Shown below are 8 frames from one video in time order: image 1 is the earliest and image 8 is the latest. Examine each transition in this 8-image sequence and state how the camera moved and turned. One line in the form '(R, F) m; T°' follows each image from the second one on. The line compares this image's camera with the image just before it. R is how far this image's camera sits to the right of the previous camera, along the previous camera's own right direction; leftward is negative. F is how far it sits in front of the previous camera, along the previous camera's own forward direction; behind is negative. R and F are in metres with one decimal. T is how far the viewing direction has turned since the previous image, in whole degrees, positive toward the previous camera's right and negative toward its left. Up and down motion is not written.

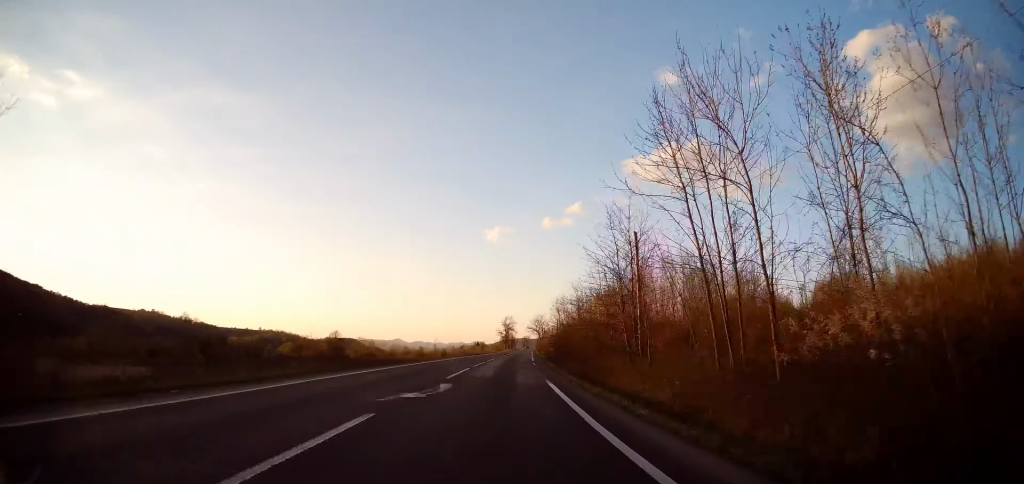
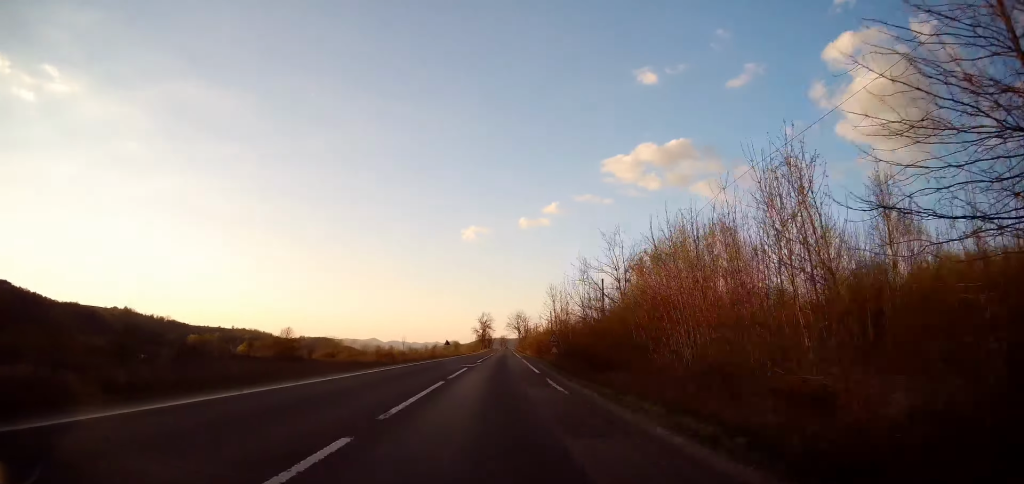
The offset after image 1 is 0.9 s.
(+0.3, +22.1) m; +3°
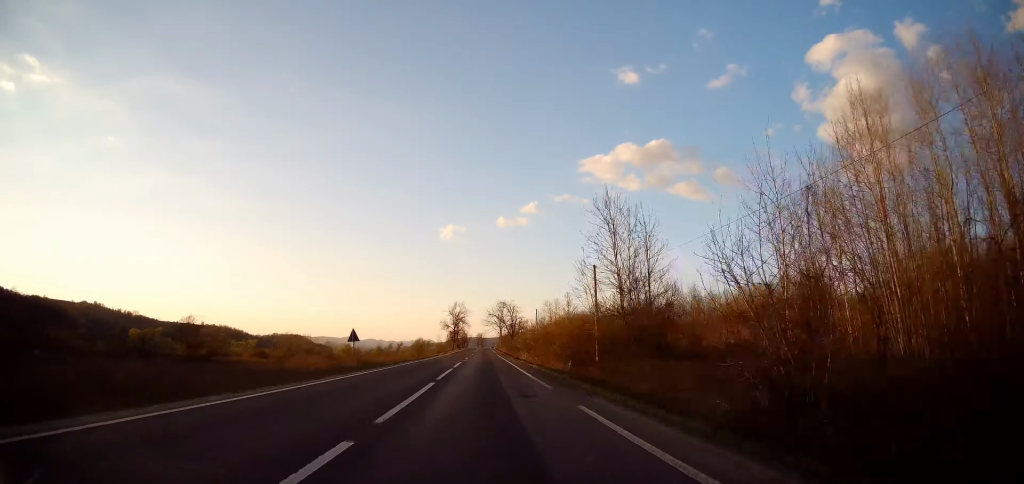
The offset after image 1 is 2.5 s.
(+1.8, +41.9) m; +3°
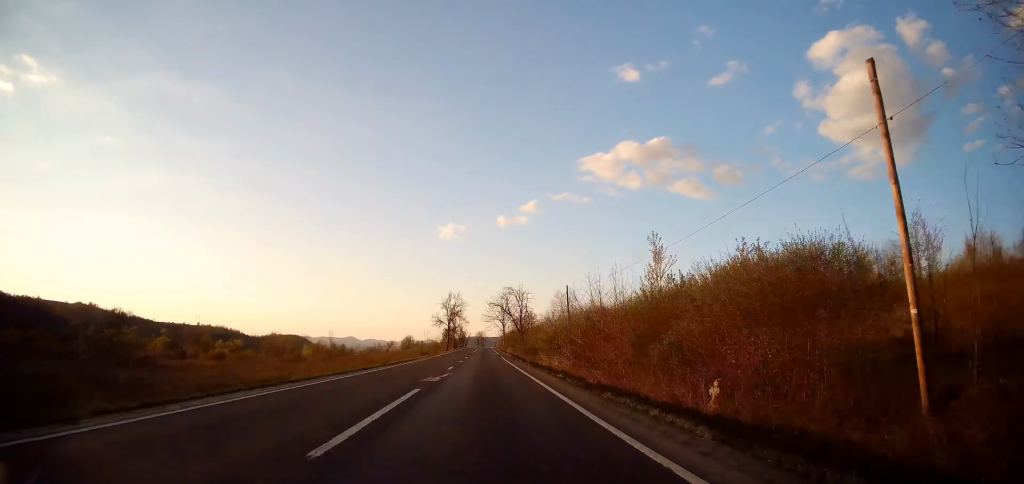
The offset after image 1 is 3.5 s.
(+0.1, +24.8) m; +1°
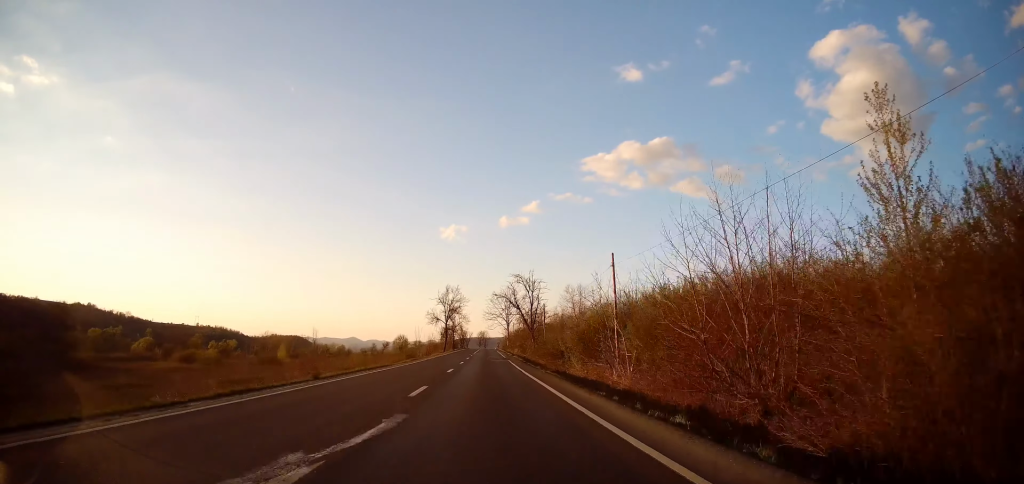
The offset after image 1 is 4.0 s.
(0.0, +14.5) m; 0°
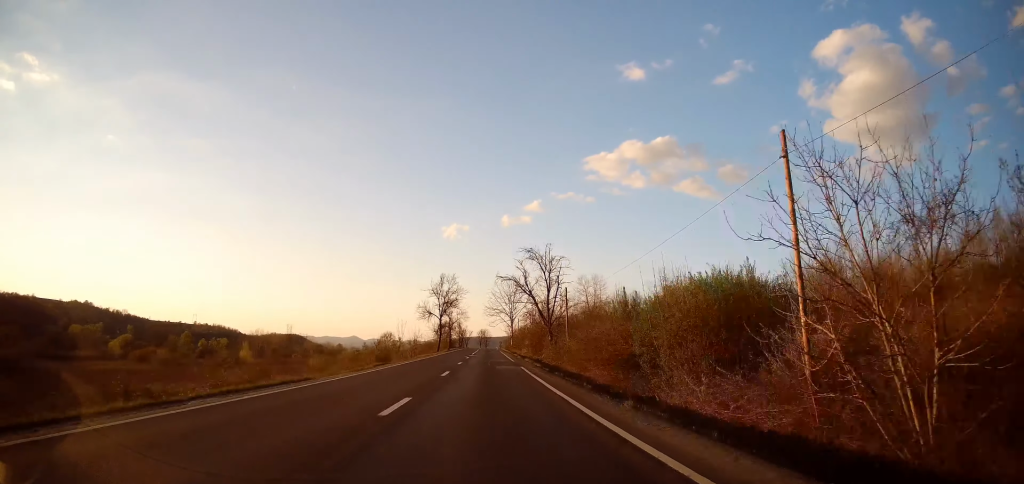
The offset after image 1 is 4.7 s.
(+0.2, +16.2) m; 0°
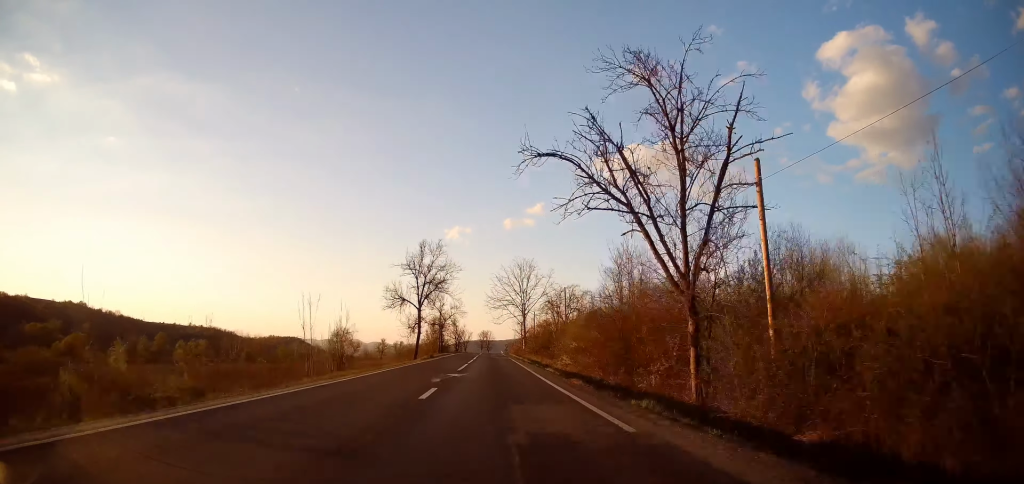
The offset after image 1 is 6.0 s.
(-0.2, +33.3) m; 0°
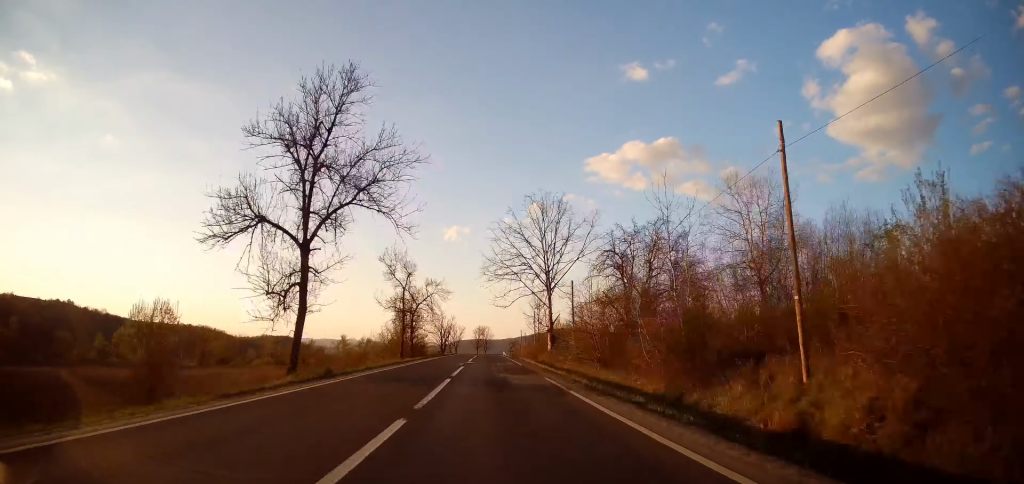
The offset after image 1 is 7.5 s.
(0.0, +38.4) m; 0°
